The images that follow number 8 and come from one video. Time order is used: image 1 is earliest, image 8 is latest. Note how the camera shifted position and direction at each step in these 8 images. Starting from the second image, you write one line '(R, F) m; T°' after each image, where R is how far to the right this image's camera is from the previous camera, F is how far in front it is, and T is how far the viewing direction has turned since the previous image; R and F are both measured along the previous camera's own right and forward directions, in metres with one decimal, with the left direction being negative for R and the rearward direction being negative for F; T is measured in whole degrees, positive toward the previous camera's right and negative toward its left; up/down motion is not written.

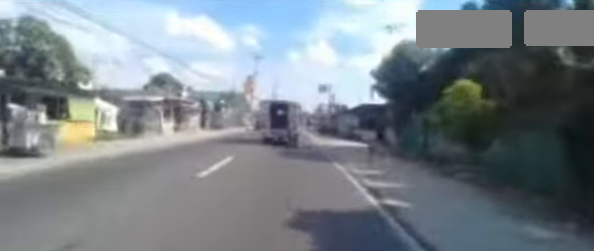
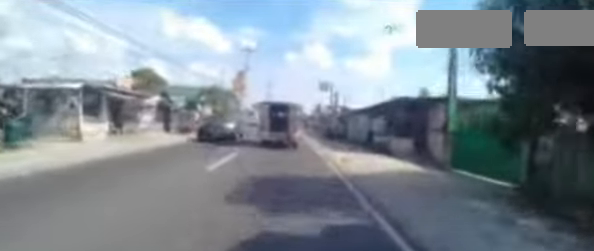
(0.0, +8.2) m; 0°
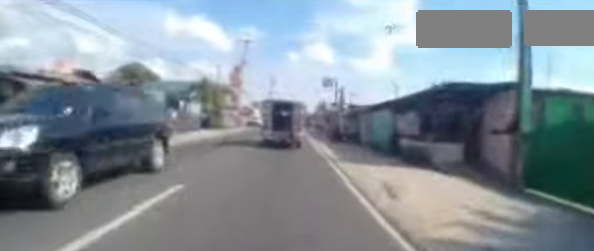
(0.0, +4.9) m; 0°
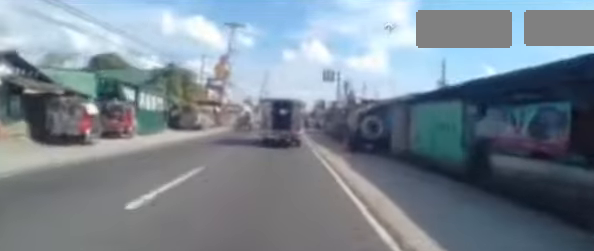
(0.0, +7.0) m; 0°
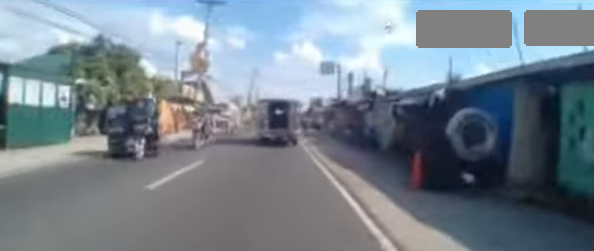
(0.0, +8.4) m; 0°
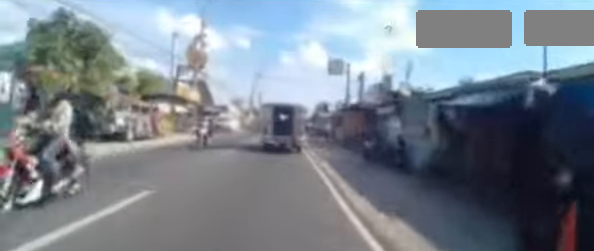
(0.0, +3.2) m; -1°
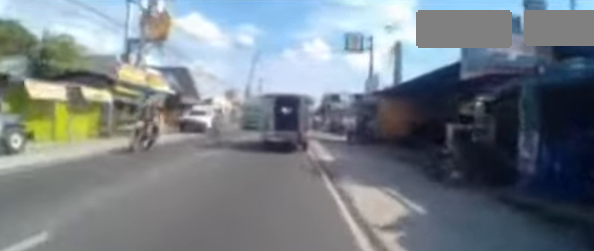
(-0.4, +10.2) m; -4°
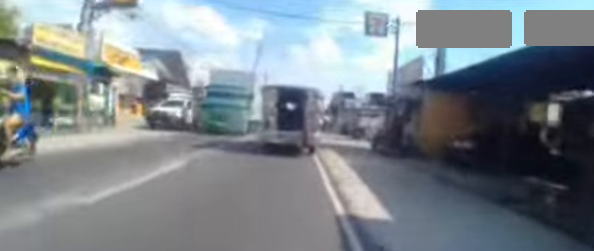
(+0.1, +5.2) m; +2°
